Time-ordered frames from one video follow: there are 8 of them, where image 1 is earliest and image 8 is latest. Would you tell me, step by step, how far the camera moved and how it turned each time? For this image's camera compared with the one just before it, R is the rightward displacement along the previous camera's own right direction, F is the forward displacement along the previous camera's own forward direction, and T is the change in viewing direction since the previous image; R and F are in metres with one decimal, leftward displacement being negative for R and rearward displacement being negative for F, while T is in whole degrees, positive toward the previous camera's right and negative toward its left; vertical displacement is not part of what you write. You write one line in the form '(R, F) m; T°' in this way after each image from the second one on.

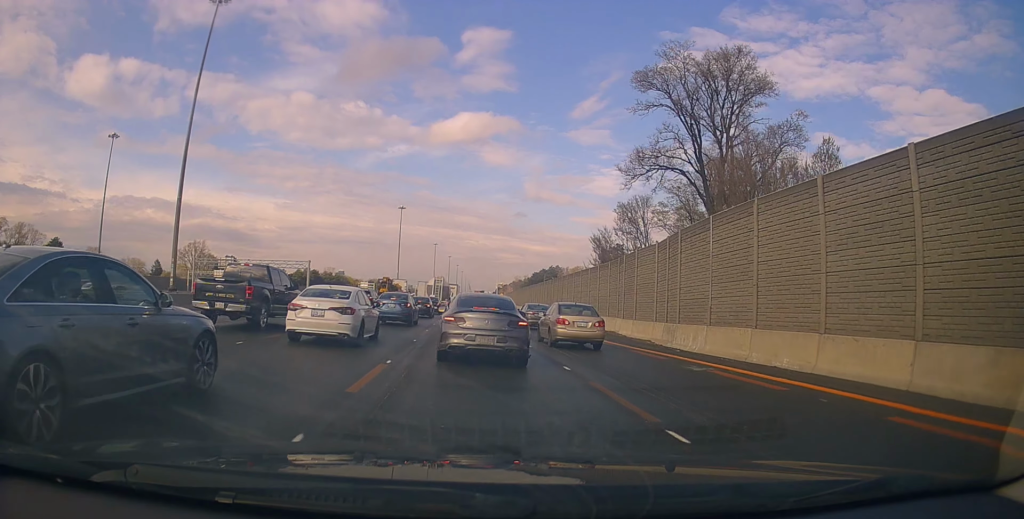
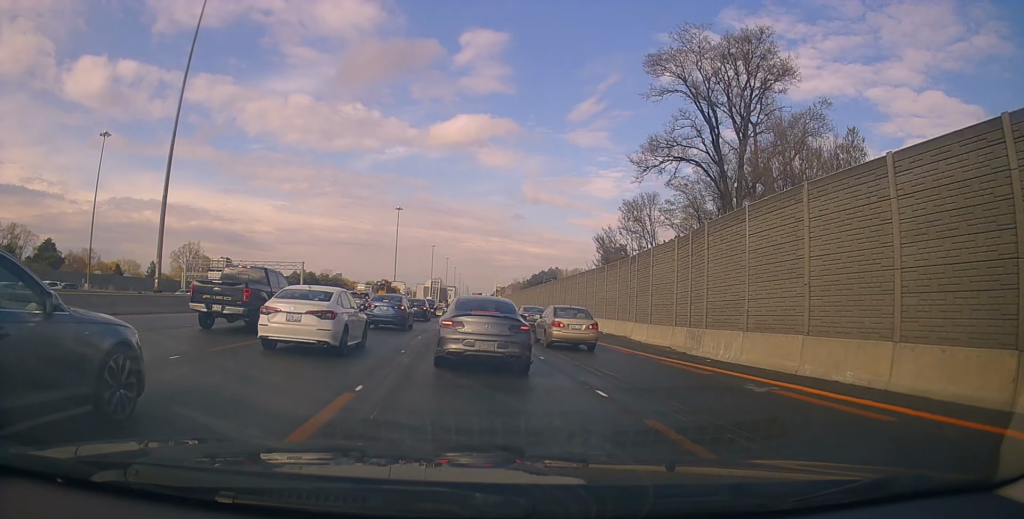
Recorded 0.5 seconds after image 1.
(-0.5, +2.9) m; +1°
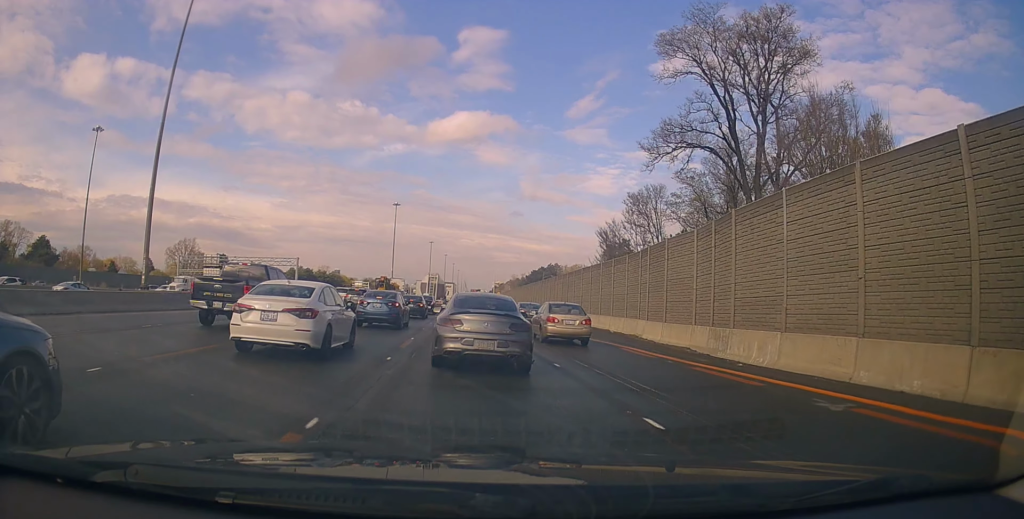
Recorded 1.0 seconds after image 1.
(0.0, +2.3) m; +1°
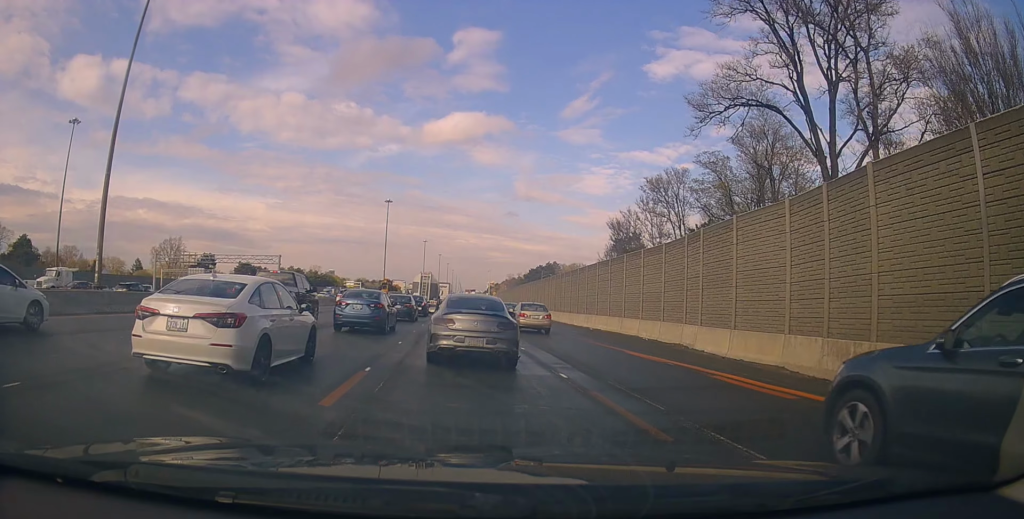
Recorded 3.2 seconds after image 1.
(+0.2, +7.7) m; -4°
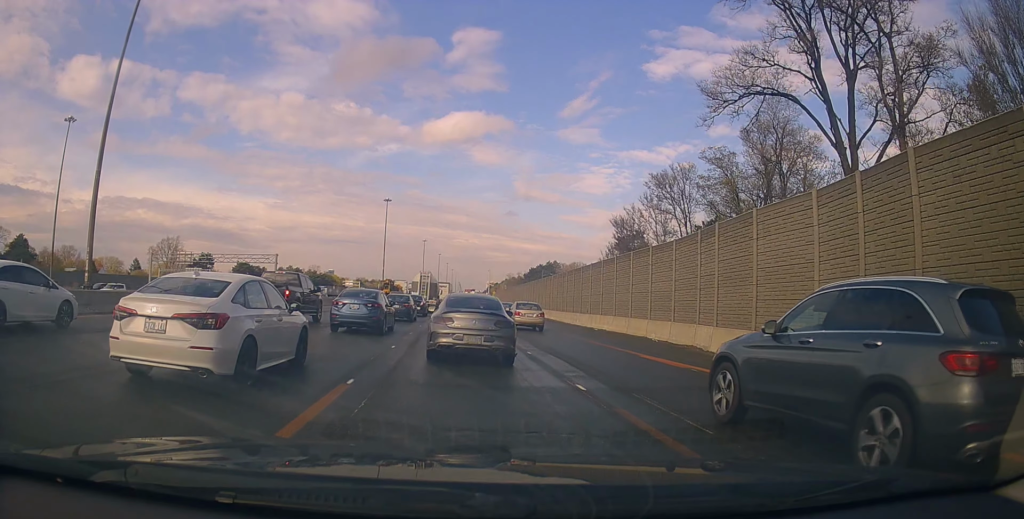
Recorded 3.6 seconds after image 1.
(+0.1, +1.5) m; +2°
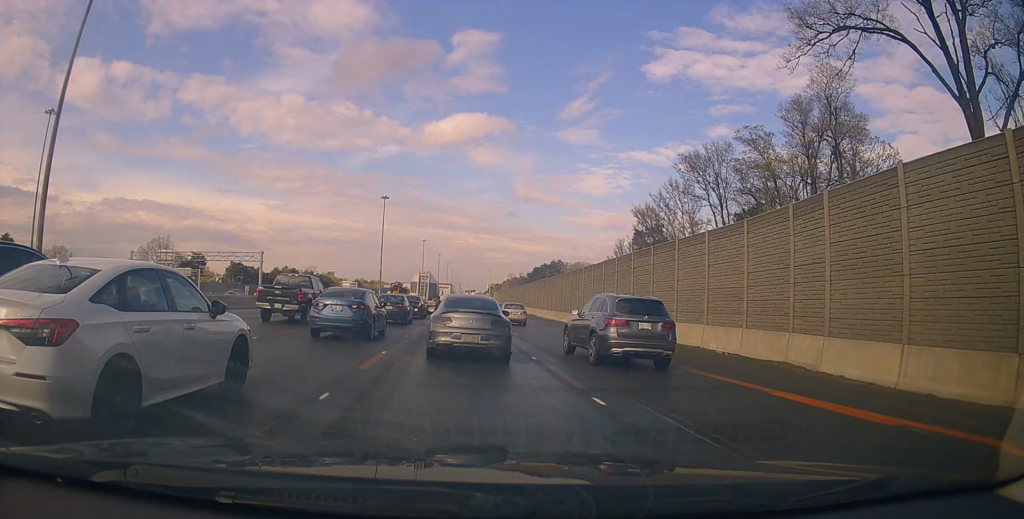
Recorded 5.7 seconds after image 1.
(-0.2, +7.5) m; -1°
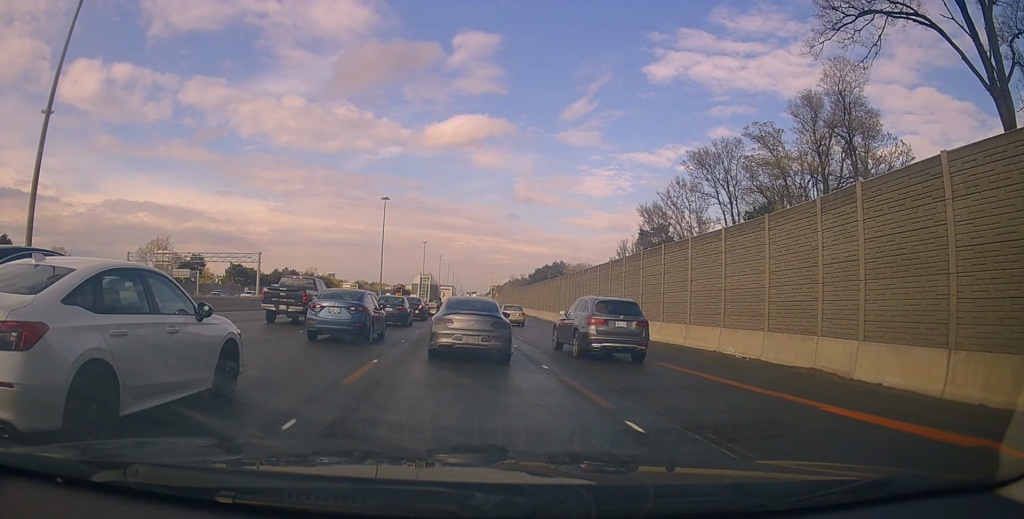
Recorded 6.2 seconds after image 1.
(0.0, +1.5) m; +4°
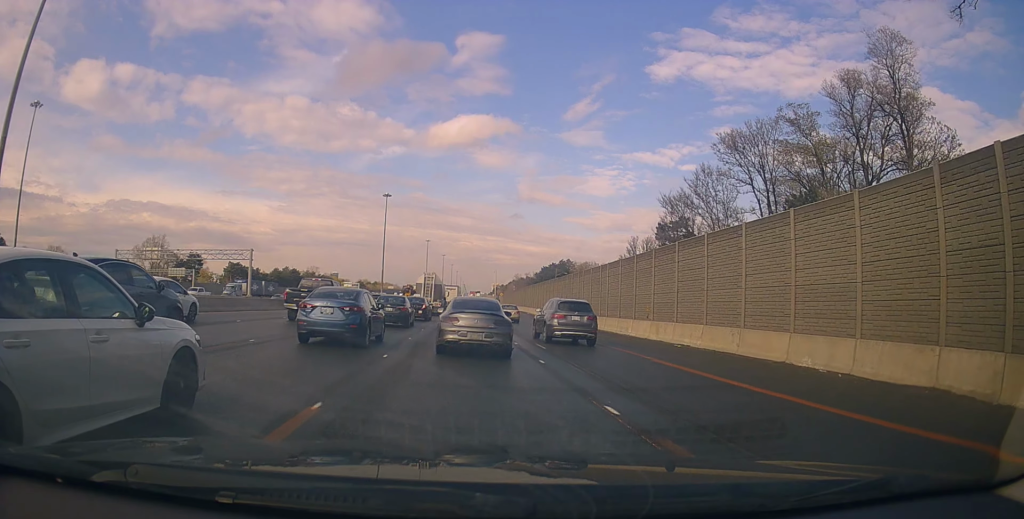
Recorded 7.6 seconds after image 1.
(+0.5, +4.9) m; +6°
